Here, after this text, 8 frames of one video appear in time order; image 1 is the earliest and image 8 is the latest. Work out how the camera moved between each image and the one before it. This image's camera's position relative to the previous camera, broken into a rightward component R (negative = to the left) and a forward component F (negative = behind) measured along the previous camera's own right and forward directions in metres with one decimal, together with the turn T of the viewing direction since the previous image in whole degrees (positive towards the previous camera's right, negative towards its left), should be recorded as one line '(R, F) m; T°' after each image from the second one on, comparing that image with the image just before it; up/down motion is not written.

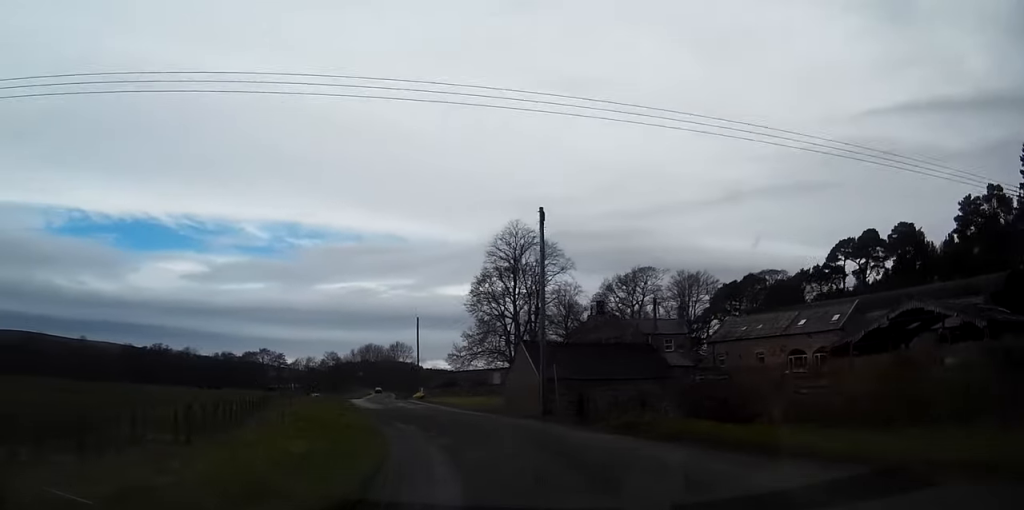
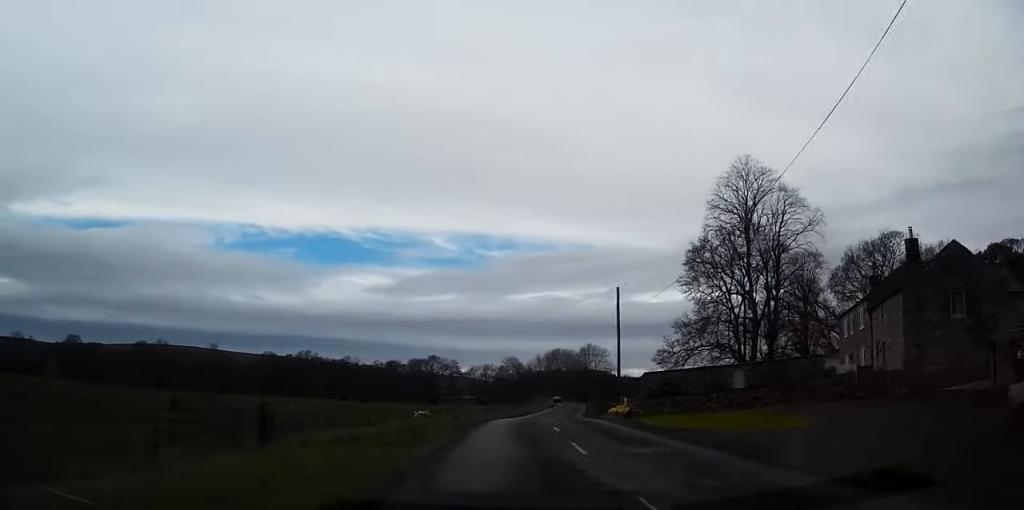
(-3.6, +30.4) m; -12°
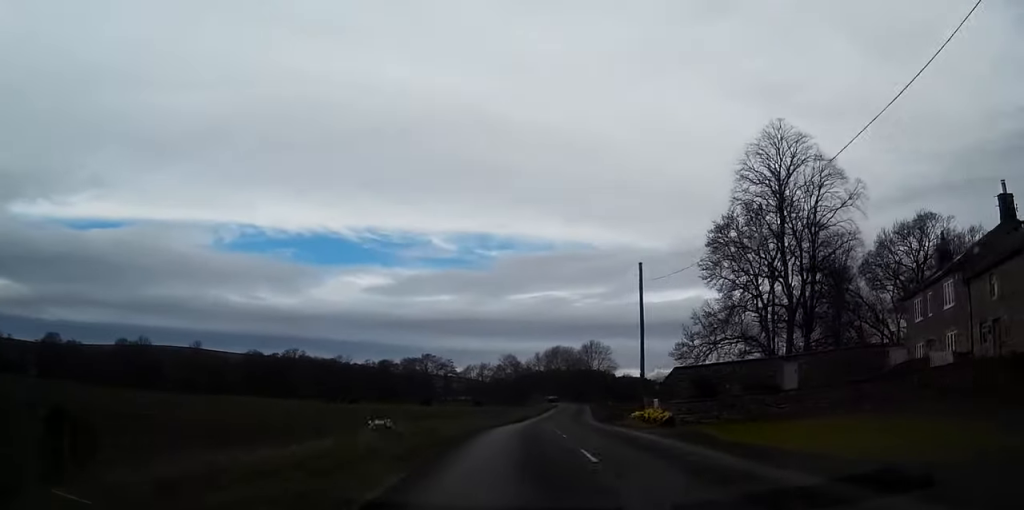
(-0.4, +10.5) m; -1°
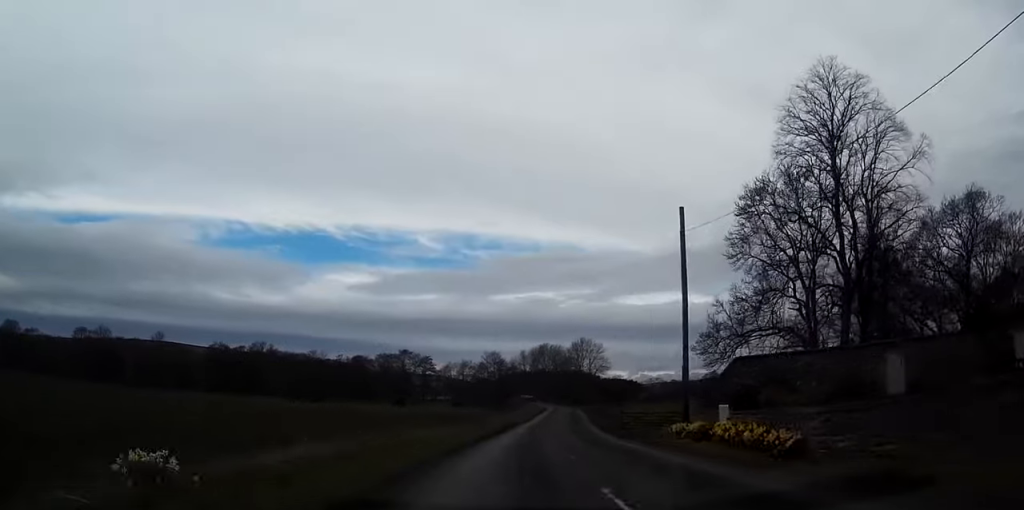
(-0.3, +14.3) m; 0°
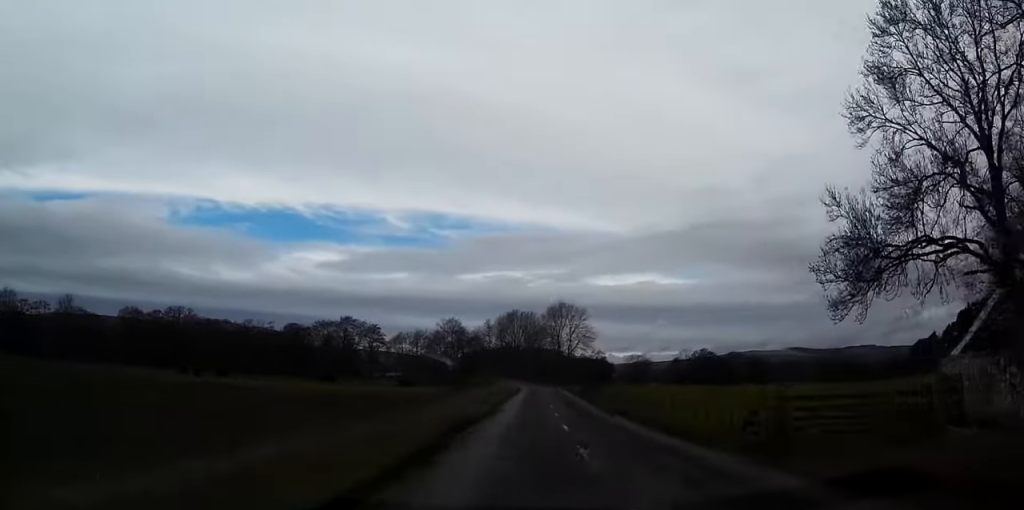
(+0.7, +30.6) m; +3°
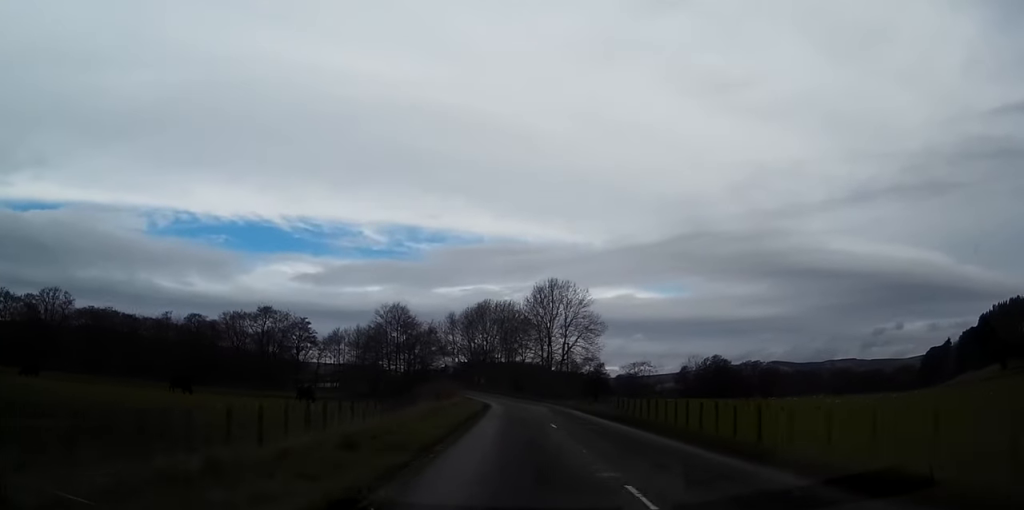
(+0.9, +39.6) m; +2°
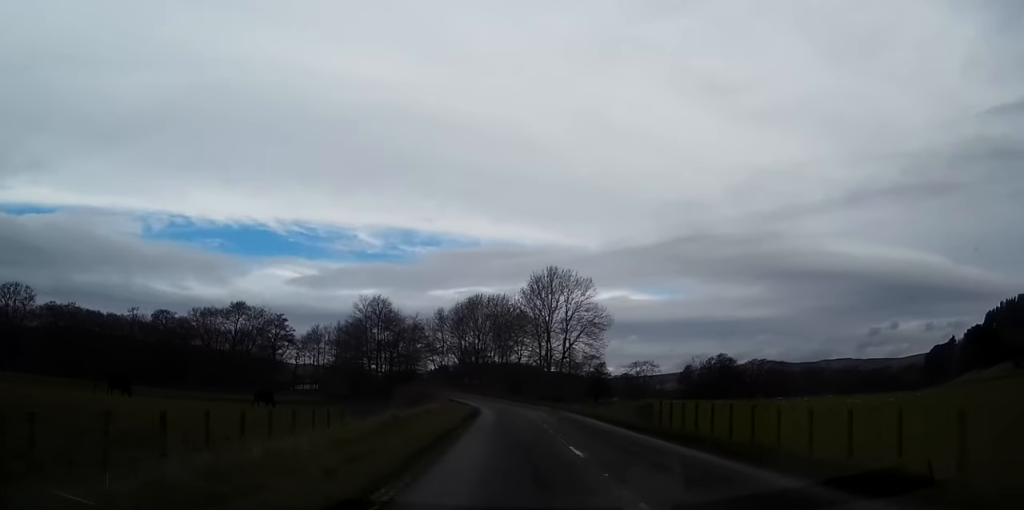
(0.0, +10.0) m; 0°
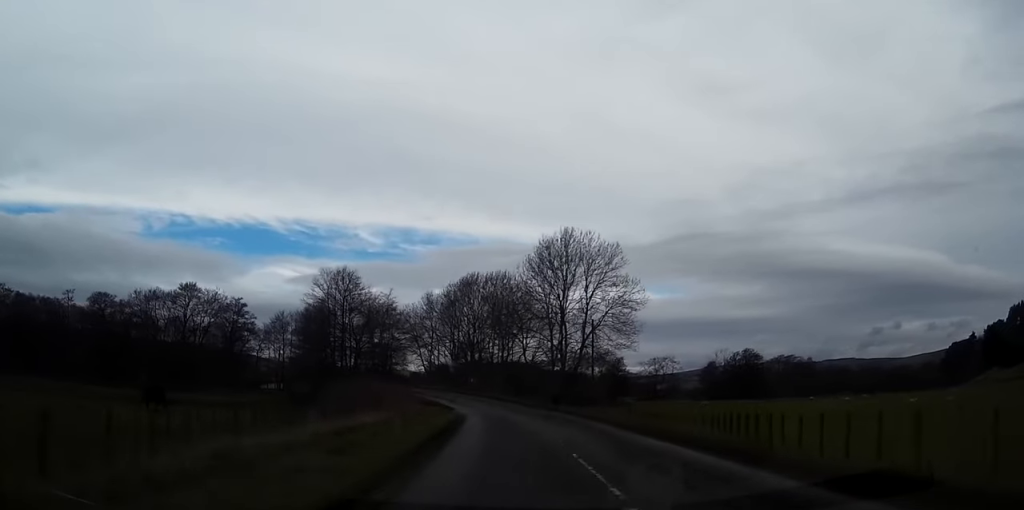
(0.0, +19.0) m; 0°
